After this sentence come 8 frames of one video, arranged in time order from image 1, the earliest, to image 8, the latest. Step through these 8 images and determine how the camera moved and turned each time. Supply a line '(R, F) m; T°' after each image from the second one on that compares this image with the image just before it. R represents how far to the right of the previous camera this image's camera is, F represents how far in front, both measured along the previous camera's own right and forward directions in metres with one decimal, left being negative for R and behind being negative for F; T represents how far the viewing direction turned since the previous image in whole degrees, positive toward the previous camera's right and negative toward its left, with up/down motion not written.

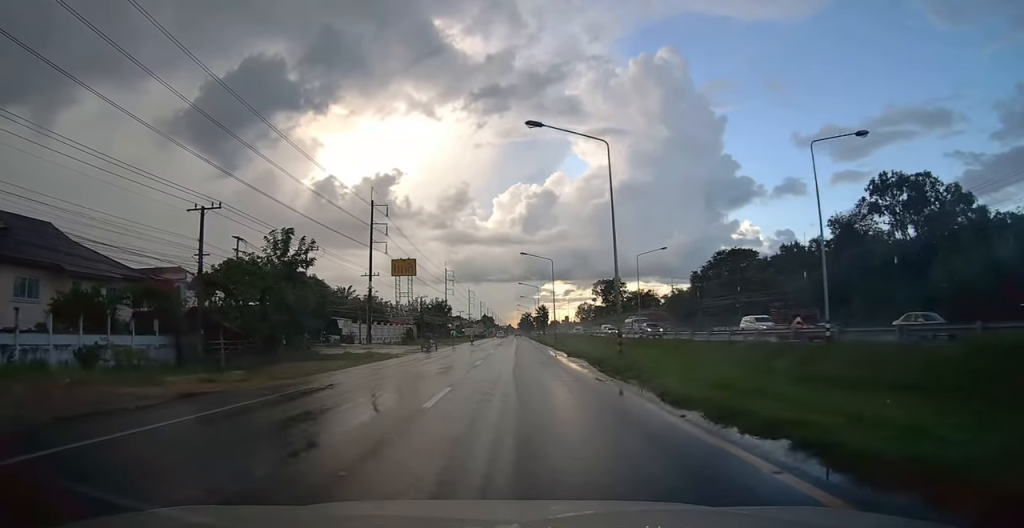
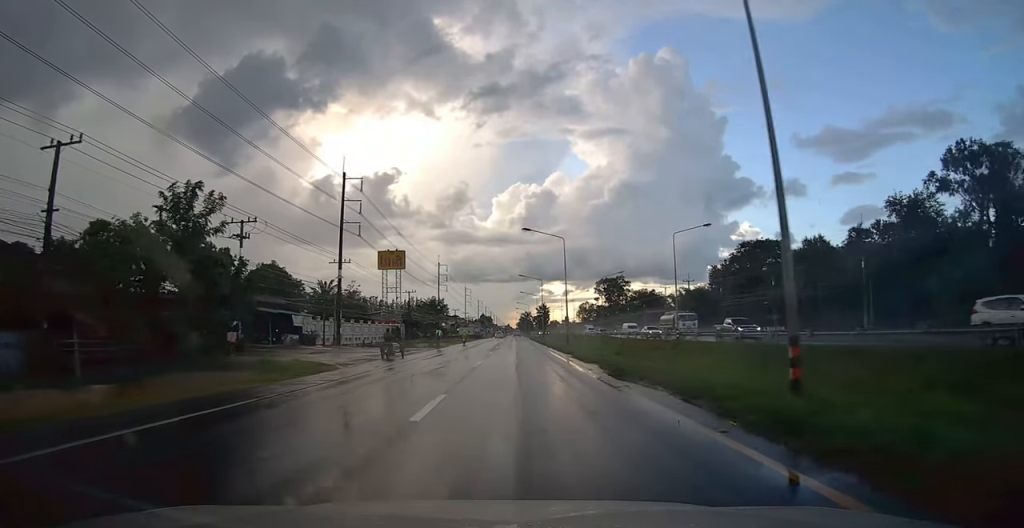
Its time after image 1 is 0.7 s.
(+0.1, +13.5) m; 0°
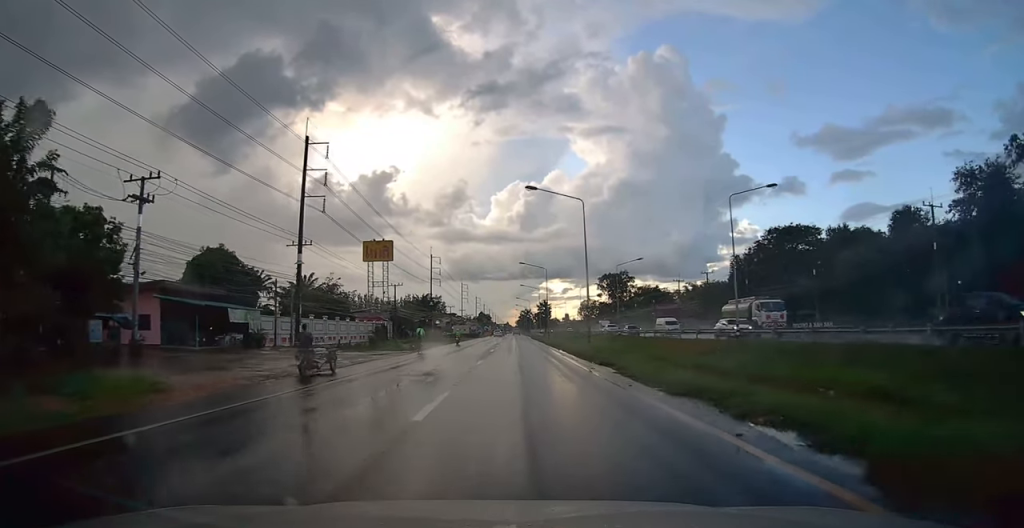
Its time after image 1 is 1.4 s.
(0.0, +12.2) m; 0°
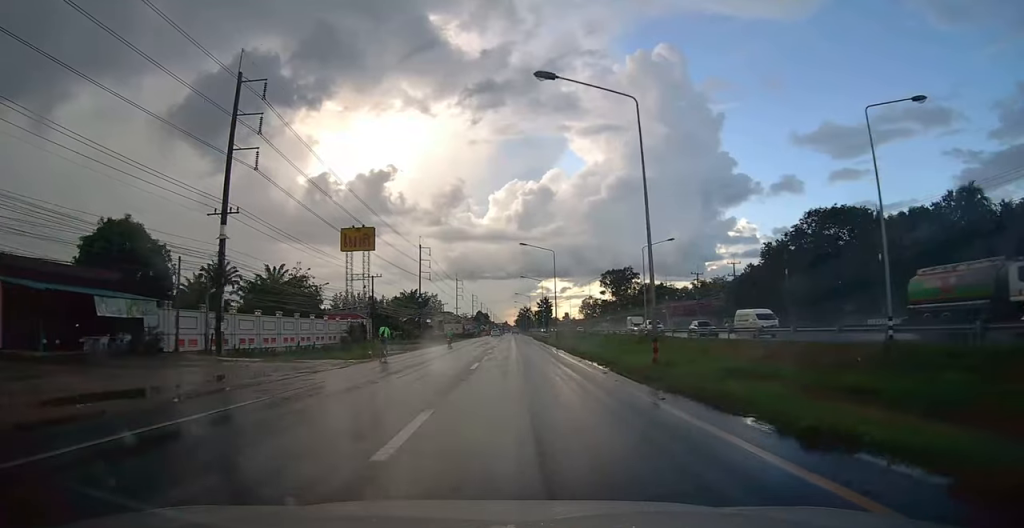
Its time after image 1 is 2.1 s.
(-0.1, +14.3) m; 0°
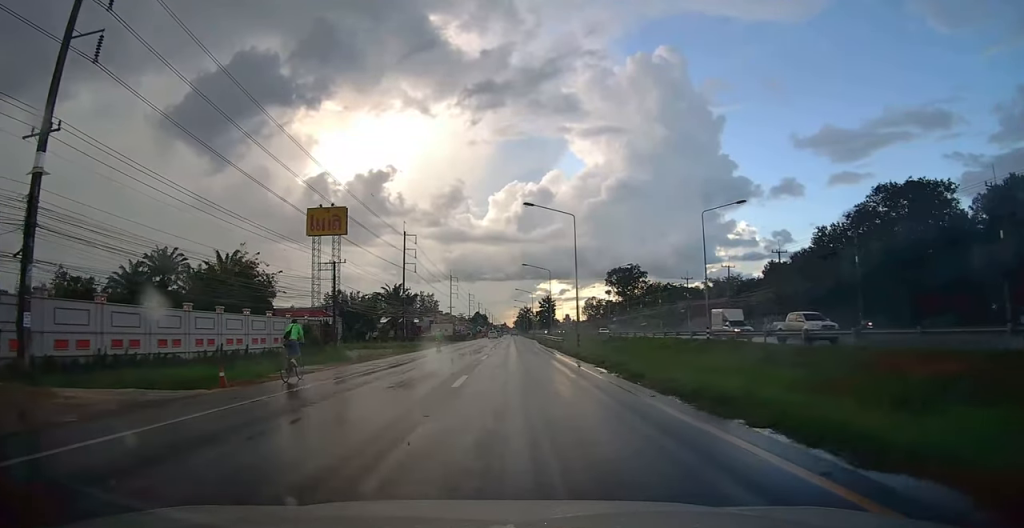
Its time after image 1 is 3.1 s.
(+0.1, +17.3) m; 0°
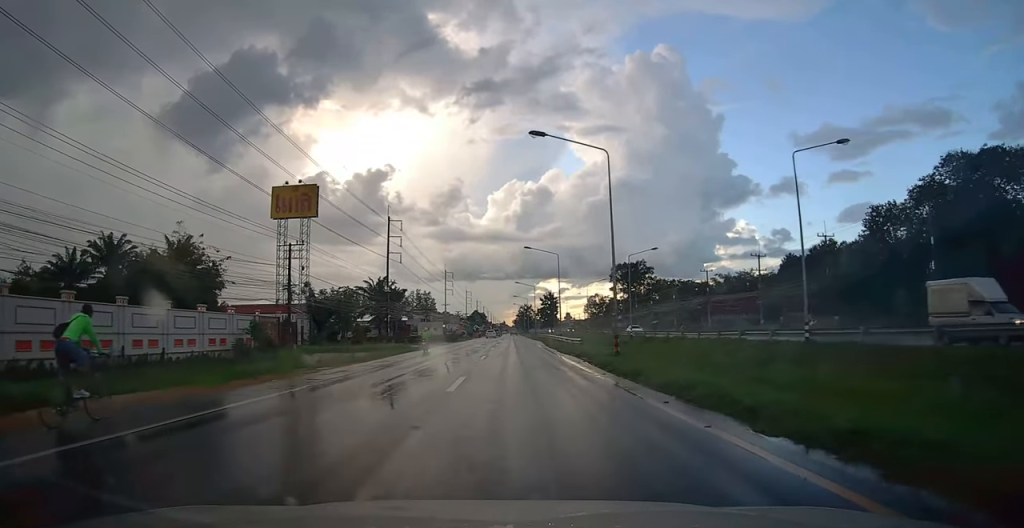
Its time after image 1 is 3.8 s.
(+0.1, +13.1) m; 0°
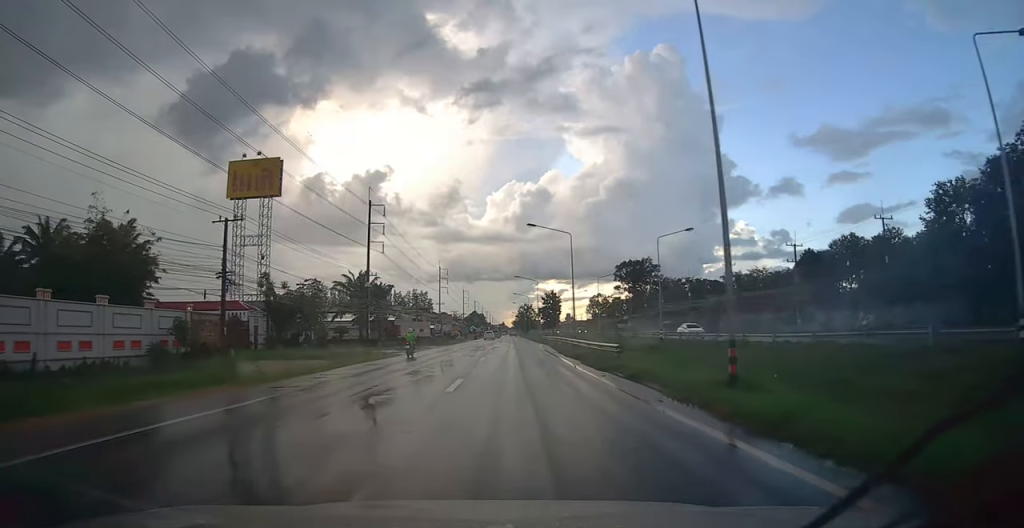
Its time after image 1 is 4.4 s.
(0.0, +12.0) m; 0°
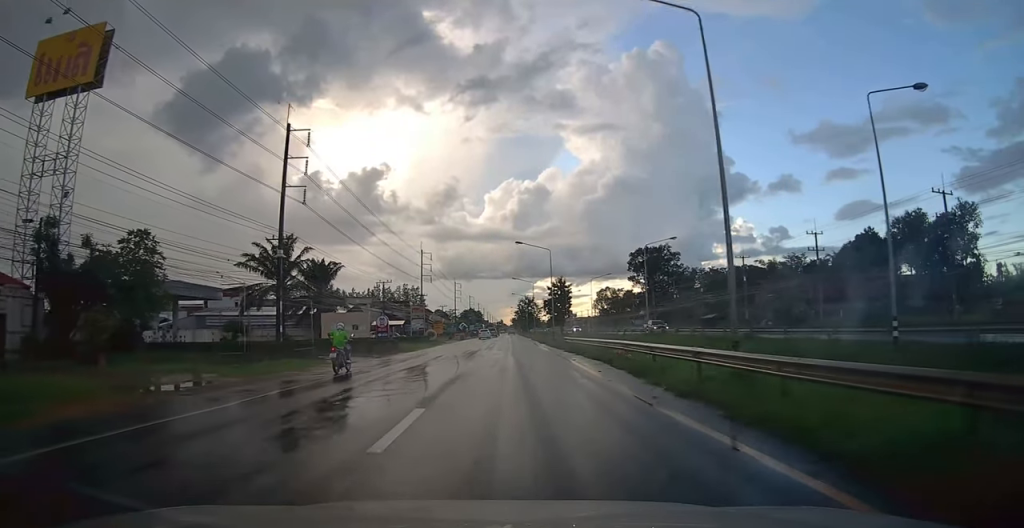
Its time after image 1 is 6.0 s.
(0.0, +29.6) m; 0°
